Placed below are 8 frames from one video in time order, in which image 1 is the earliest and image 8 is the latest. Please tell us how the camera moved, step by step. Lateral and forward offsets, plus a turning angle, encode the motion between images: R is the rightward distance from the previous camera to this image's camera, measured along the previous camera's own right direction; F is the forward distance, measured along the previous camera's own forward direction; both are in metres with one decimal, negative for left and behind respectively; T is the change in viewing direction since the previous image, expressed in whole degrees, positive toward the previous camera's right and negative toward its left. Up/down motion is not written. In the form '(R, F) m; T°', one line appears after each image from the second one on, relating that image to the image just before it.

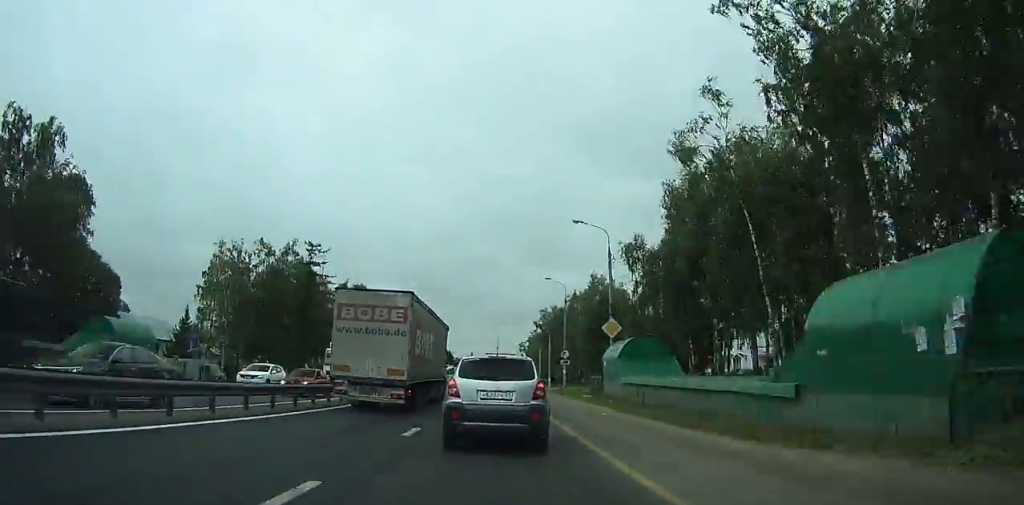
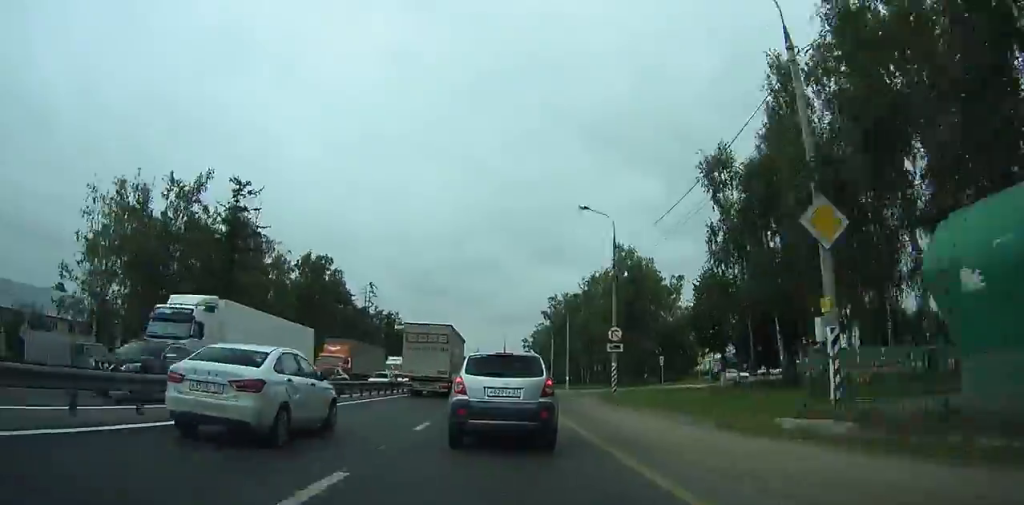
(0.0, +23.8) m; 0°
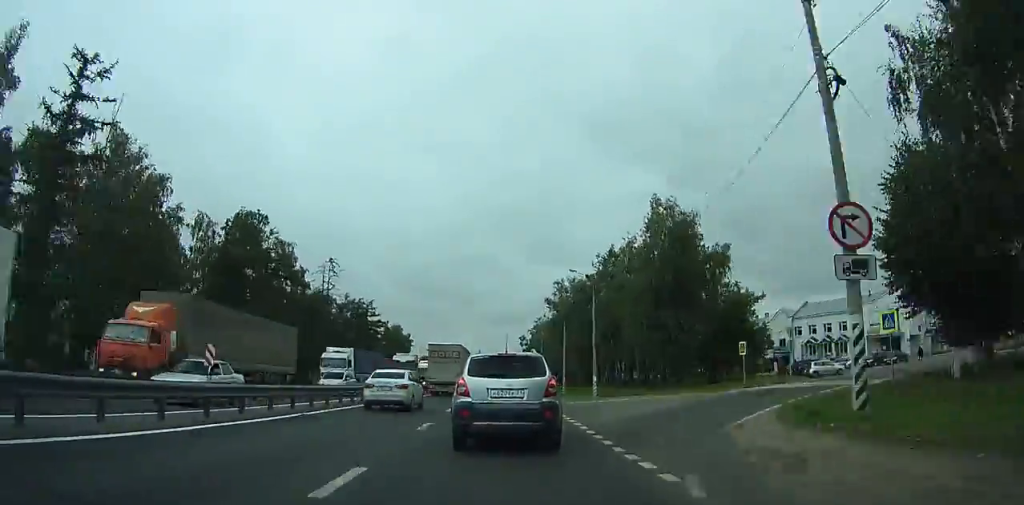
(0.0, +23.8) m; 0°
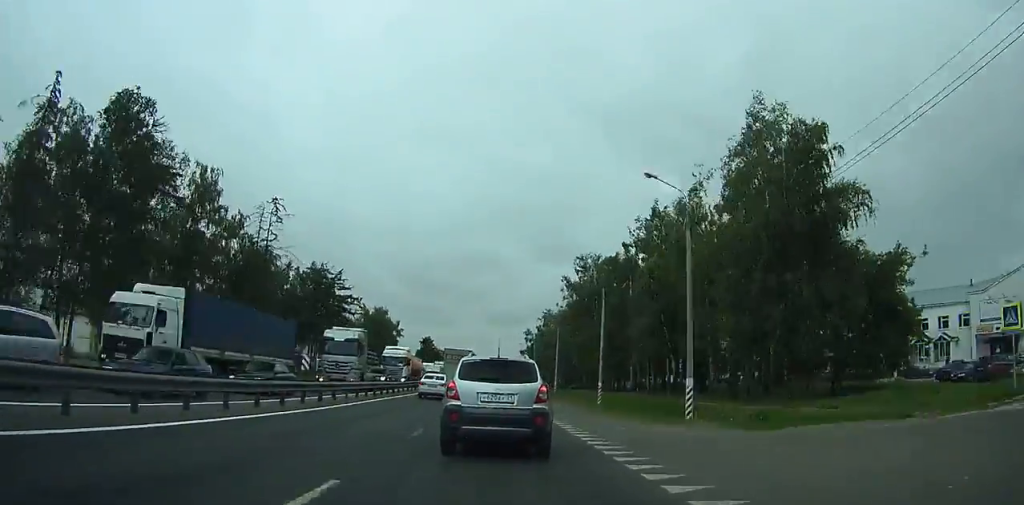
(0.0, +25.0) m; -1°
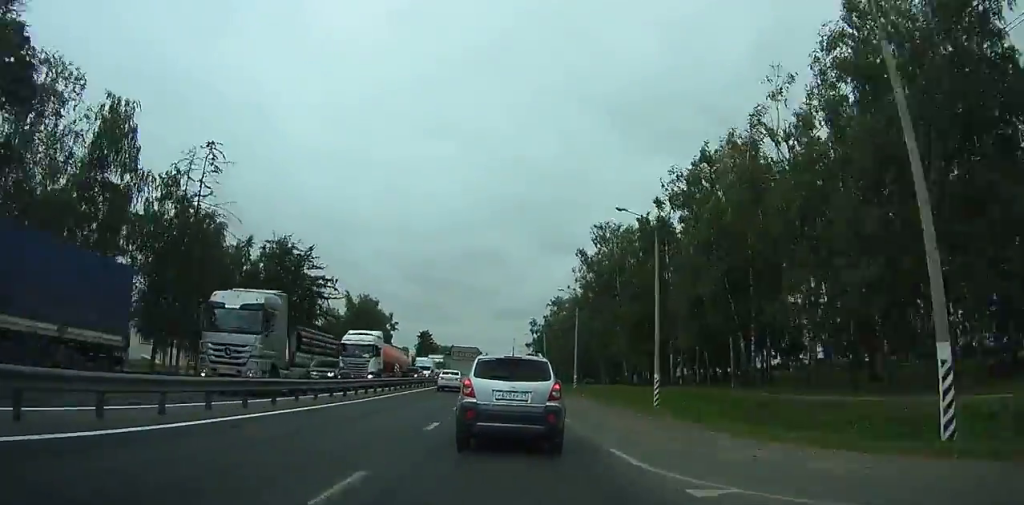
(-0.1, +15.6) m; 0°
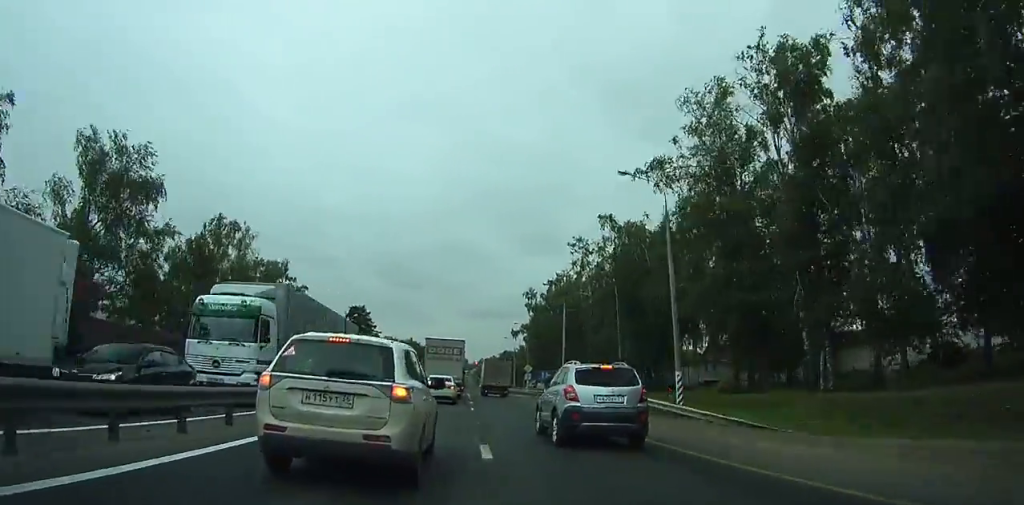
(-0.4, +62.1) m; +2°
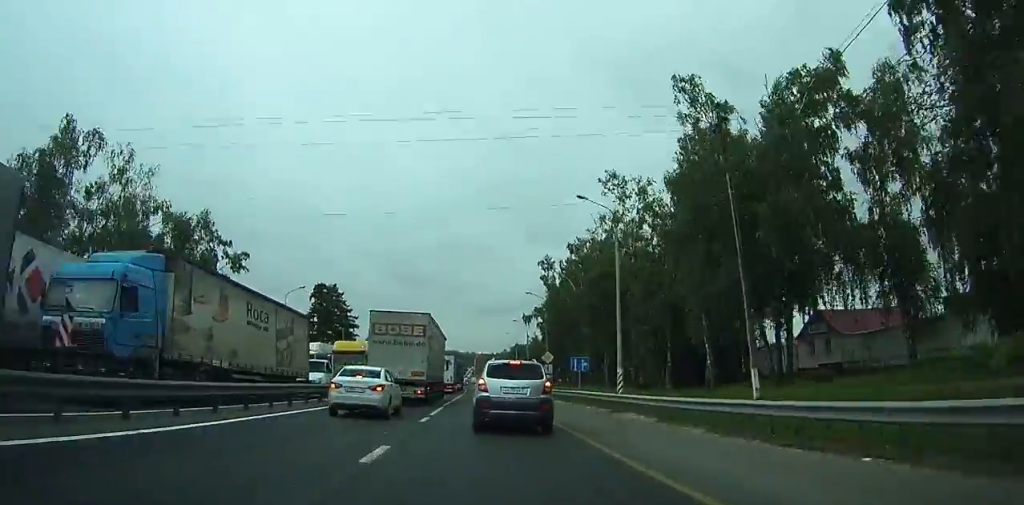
(+0.9, +23.1) m; +1°
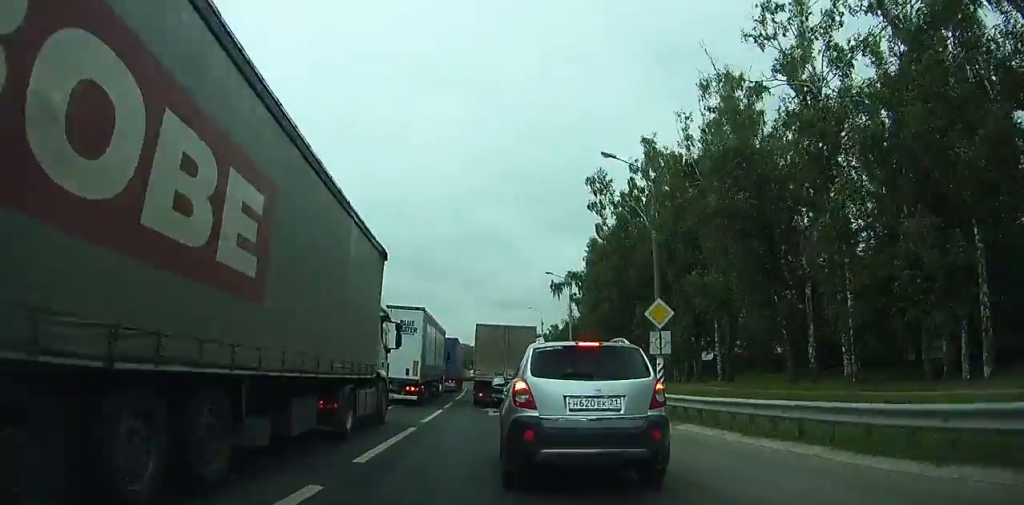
(-0.1, +31.2) m; -1°
